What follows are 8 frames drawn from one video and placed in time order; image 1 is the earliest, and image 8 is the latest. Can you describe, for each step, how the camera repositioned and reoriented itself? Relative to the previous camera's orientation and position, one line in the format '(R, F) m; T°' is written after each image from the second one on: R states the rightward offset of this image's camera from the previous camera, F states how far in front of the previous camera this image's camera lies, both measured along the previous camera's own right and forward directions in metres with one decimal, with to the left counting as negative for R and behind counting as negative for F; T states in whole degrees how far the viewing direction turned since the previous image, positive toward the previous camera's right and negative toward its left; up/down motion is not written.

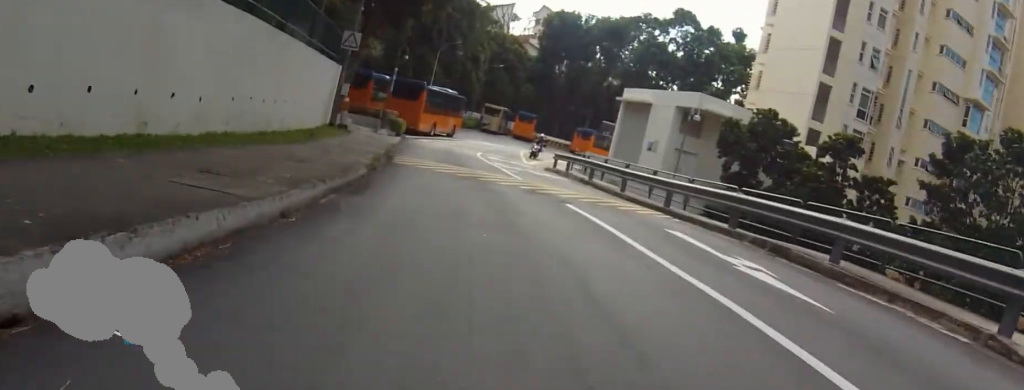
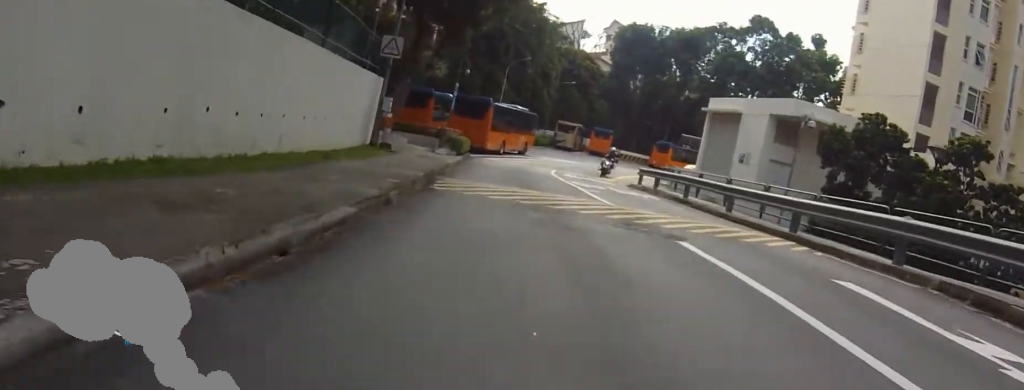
(+0.4, +4.6) m; 0°
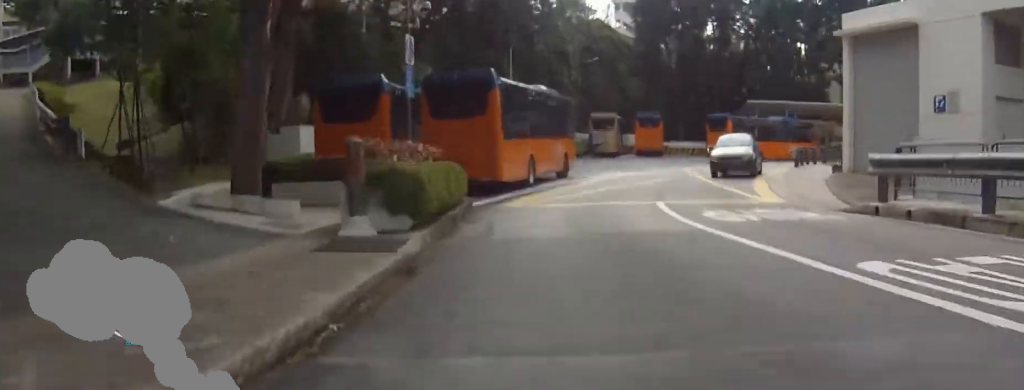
(-1.5, +18.3) m; -8°
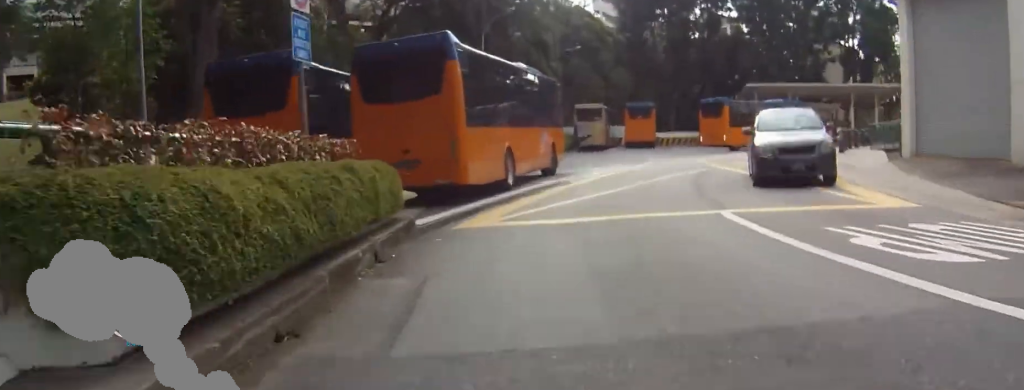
(-0.1, +6.2) m; 0°
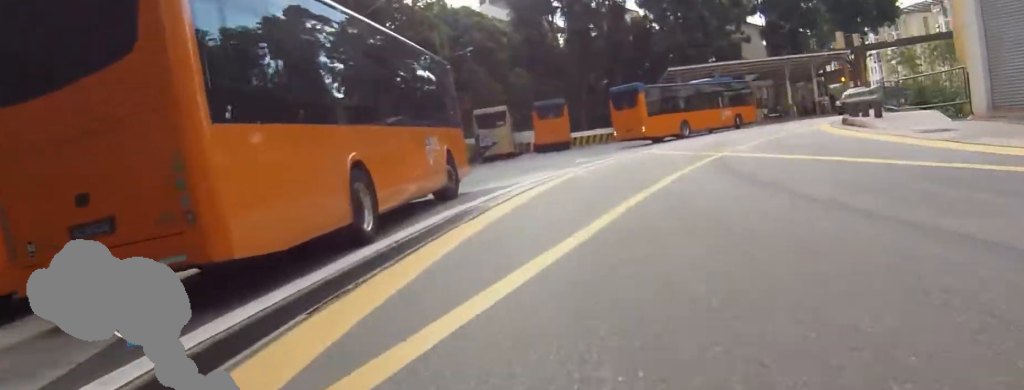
(+0.2, +8.9) m; -2°
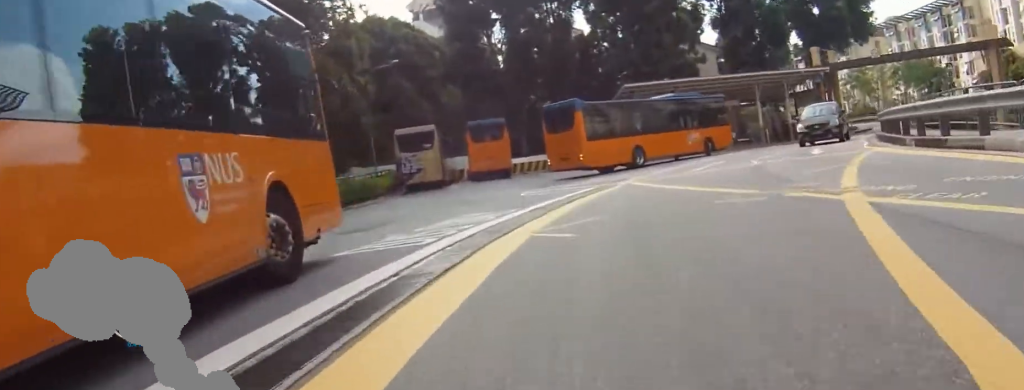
(-0.4, +7.9) m; -4°
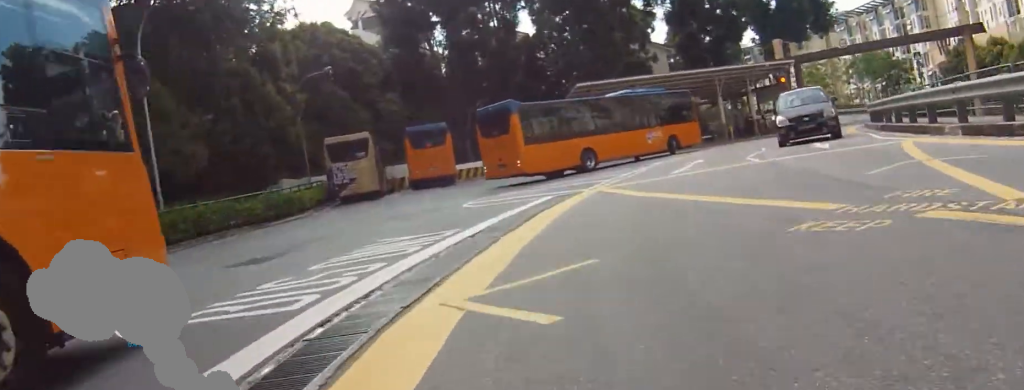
(-0.3, +3.9) m; +4°
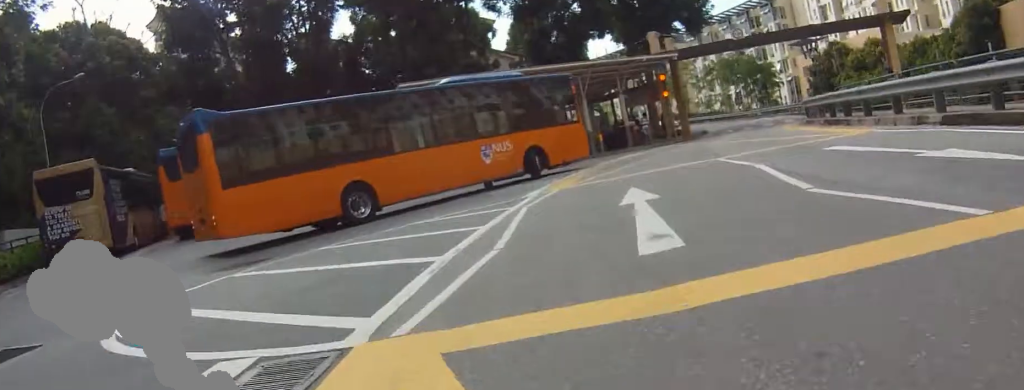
(+1.4, +11.0) m; +3°
